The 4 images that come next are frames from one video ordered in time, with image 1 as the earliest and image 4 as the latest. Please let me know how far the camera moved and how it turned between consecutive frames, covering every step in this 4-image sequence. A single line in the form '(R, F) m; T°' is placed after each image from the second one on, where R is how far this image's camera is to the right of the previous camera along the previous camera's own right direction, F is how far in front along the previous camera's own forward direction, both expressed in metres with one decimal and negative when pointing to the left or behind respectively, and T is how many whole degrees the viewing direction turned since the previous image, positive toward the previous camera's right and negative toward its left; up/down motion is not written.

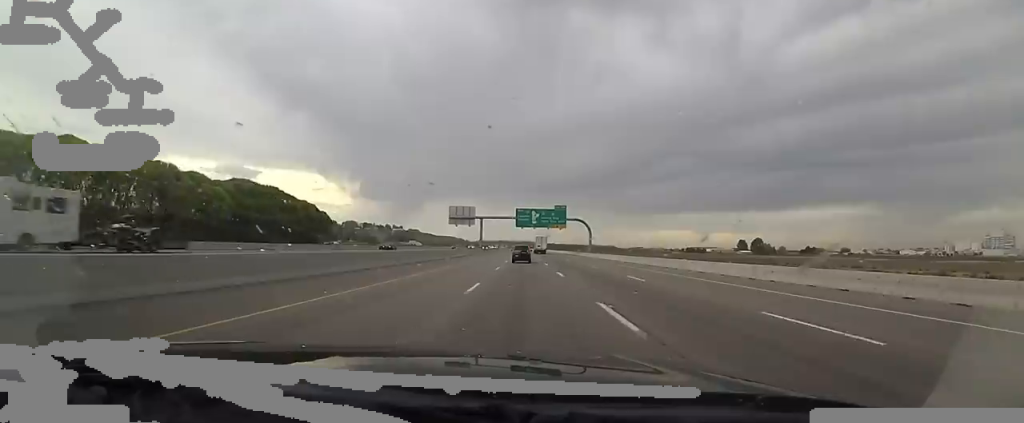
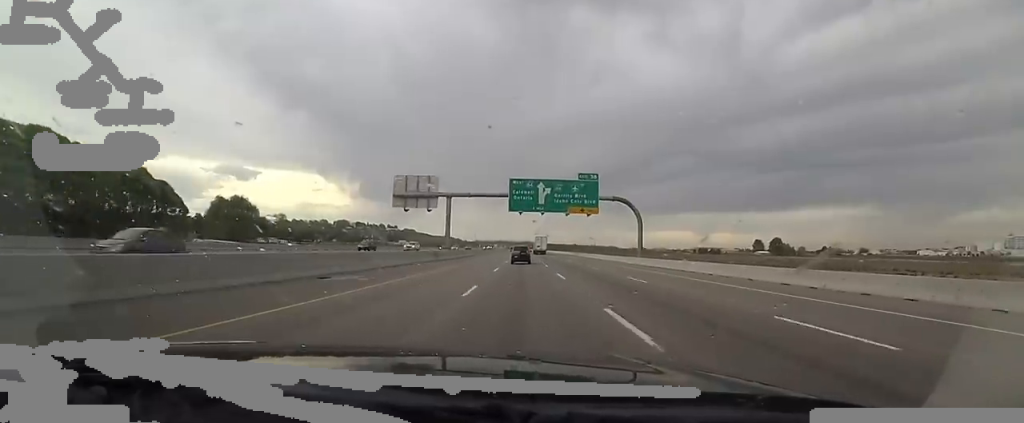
(-0.9, +46.5) m; -3°
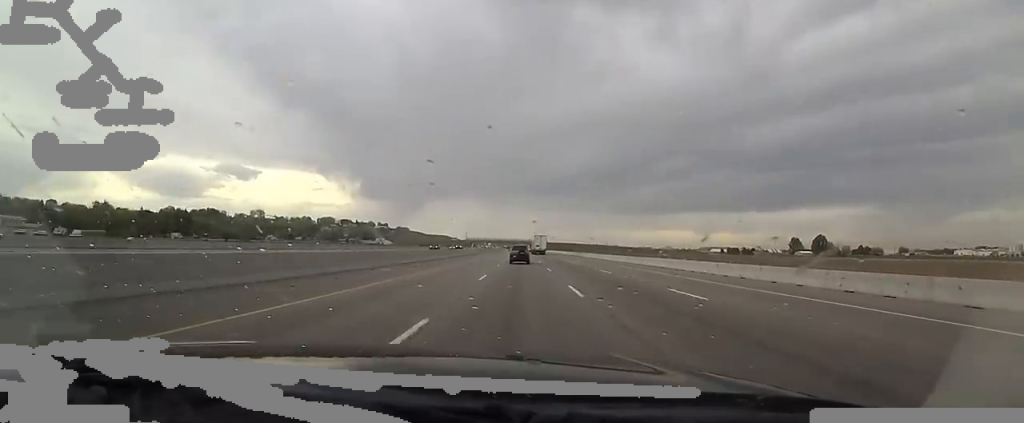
(+2.3, +84.6) m; +1°
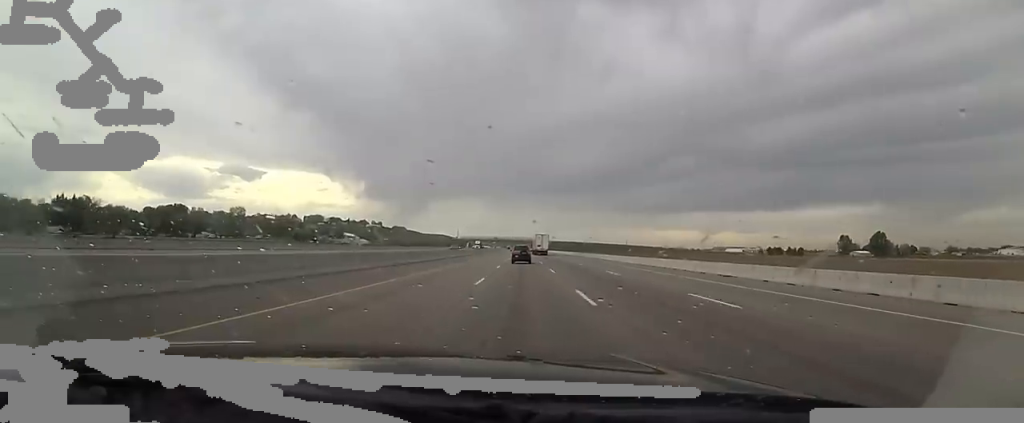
(-2.2, +80.6) m; -1°
